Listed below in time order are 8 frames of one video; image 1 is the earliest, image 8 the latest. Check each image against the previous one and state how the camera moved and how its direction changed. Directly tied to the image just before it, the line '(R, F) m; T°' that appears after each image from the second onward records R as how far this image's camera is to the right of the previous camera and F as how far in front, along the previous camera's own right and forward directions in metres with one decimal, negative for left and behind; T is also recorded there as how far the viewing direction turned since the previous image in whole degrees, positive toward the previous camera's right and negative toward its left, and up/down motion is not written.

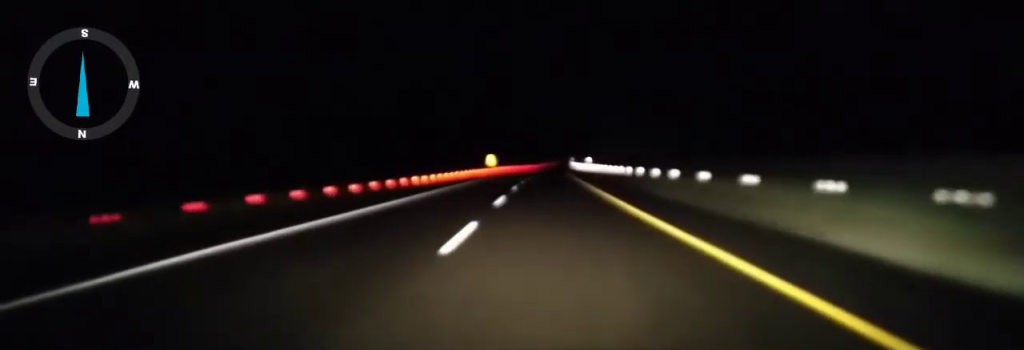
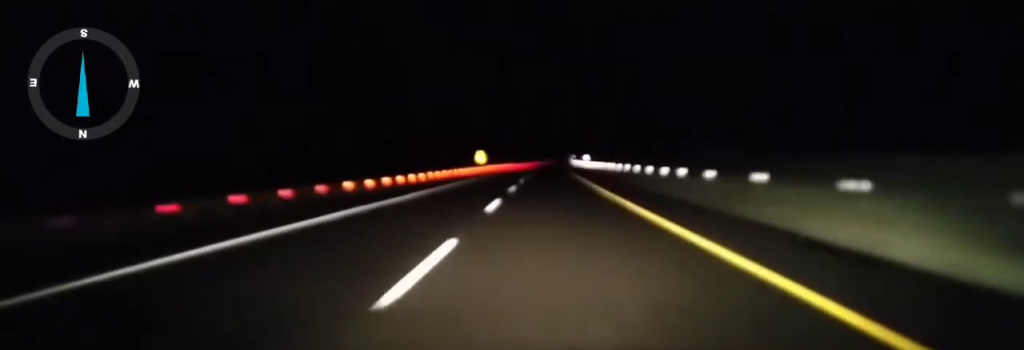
(0.0, +17.6) m; 0°
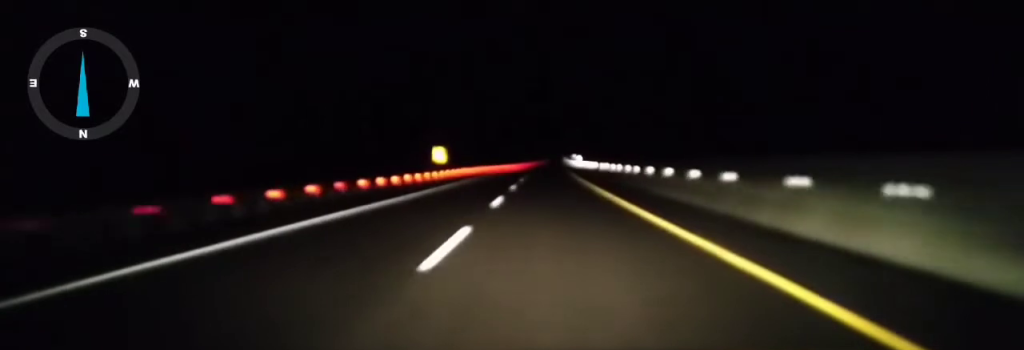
(-0.6, +38.4) m; -1°
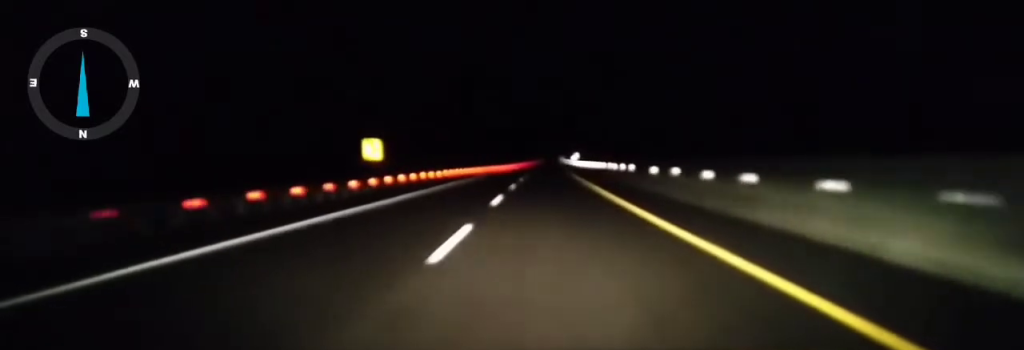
(0.0, +25.0) m; 0°
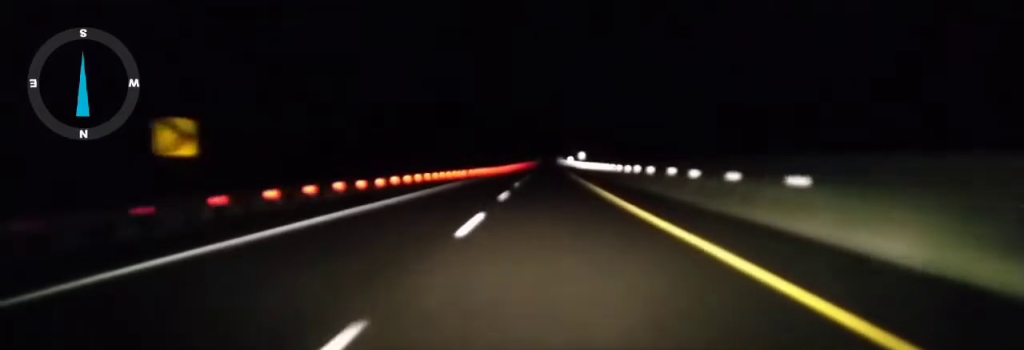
(+0.2, +22.9) m; 0°
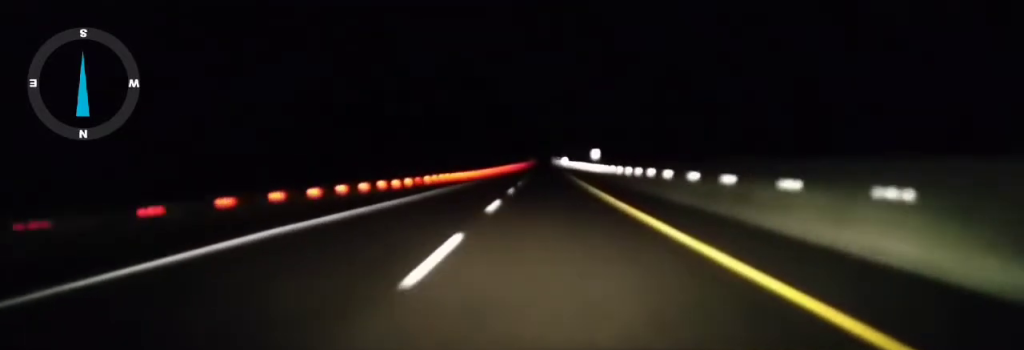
(0.0, +32.0) m; 0°
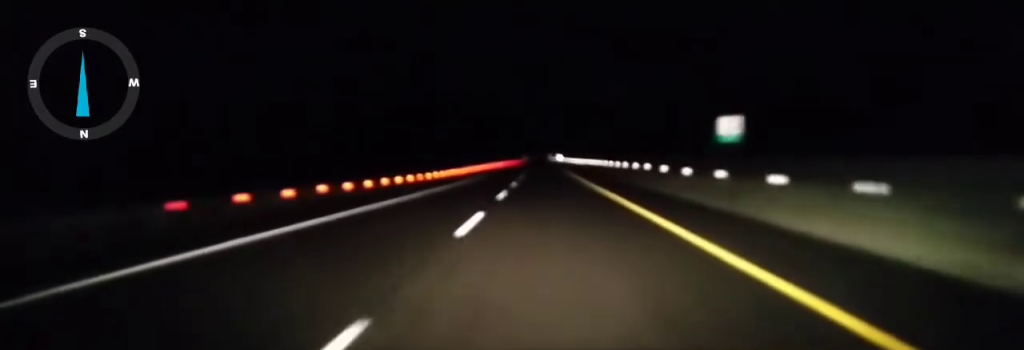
(+0.4, +47.3) m; +1°
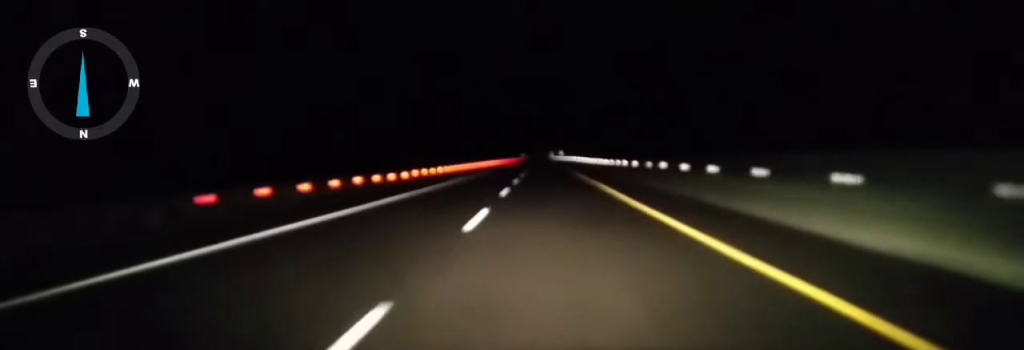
(+0.3, +39.0) m; 0°
